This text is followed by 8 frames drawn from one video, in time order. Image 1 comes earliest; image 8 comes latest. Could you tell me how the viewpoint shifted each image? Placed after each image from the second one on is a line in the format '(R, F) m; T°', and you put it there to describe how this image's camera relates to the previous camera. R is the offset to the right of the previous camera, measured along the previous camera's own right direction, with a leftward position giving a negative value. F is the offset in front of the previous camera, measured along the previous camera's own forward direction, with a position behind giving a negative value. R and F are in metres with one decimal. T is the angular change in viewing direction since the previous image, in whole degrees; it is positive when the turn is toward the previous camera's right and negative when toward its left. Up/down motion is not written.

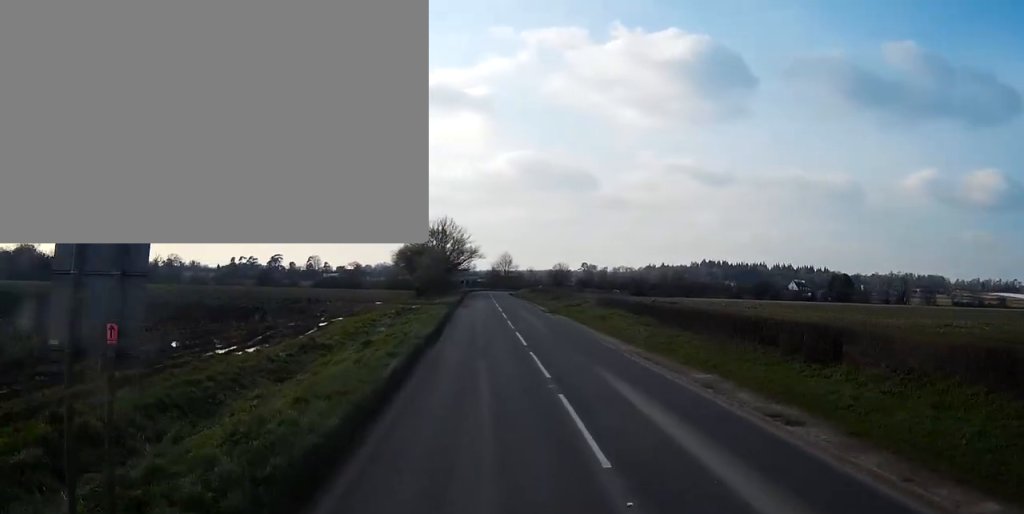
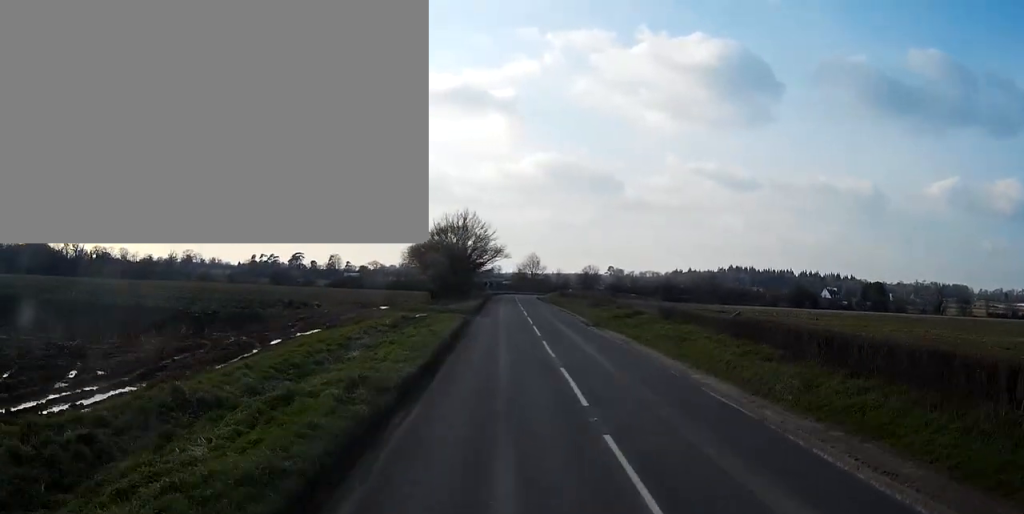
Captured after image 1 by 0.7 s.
(-0.4, +13.1) m; -2°
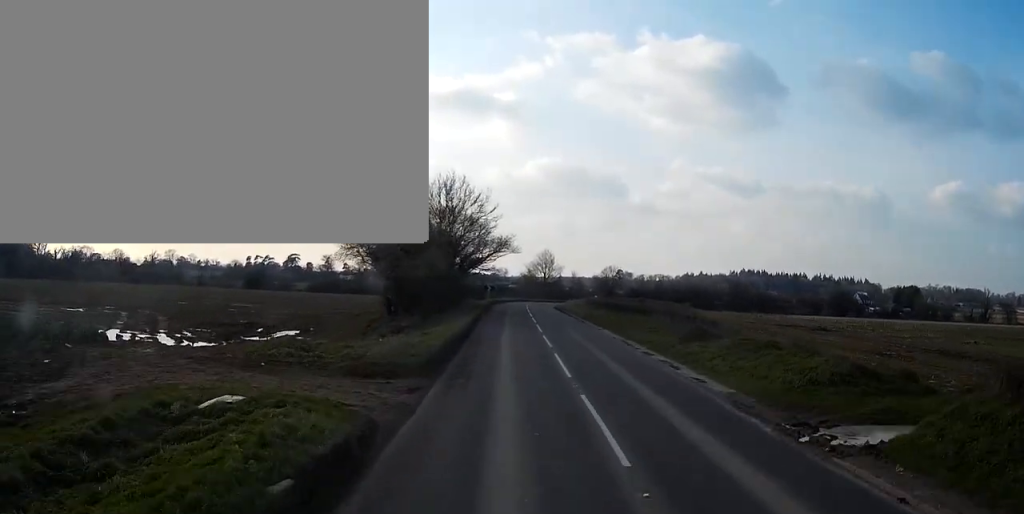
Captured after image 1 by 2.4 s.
(-0.7, +32.1) m; -2°
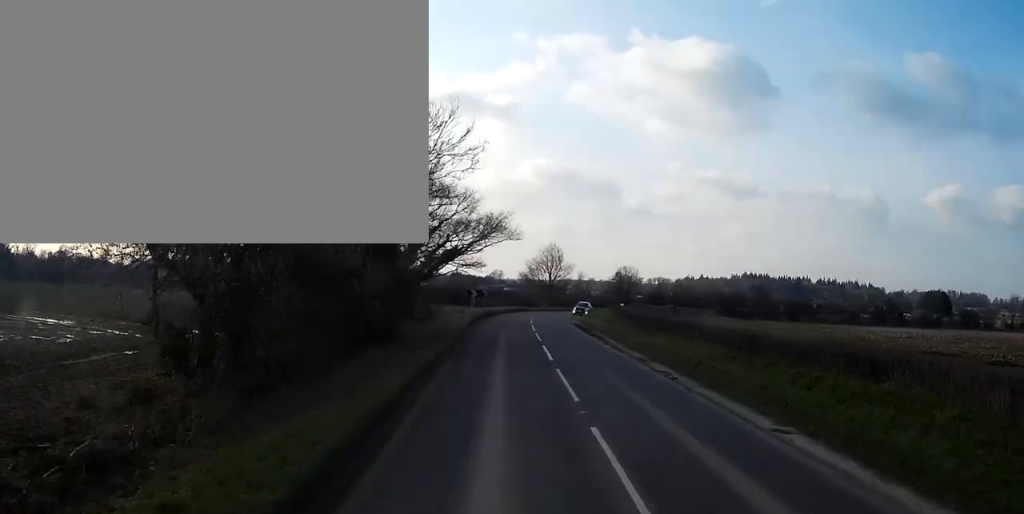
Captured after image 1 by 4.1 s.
(-0.3, +29.8) m; -1°
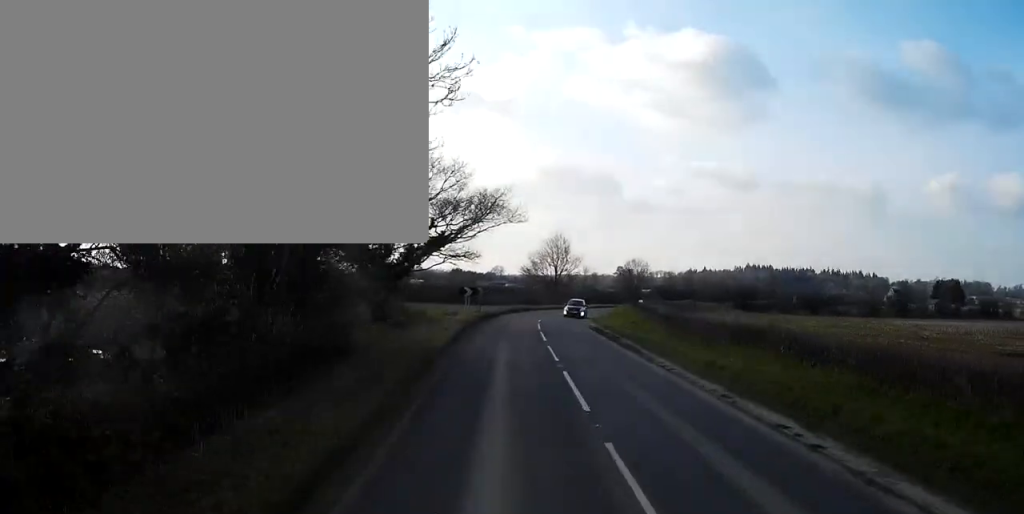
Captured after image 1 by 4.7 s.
(0.0, +10.6) m; 0°
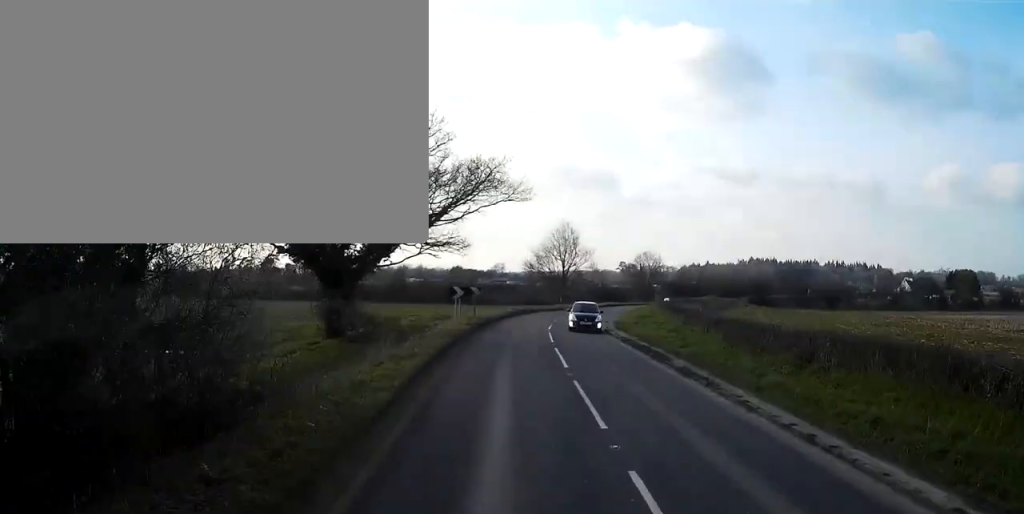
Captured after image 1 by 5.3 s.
(0.0, +11.0) m; 0°
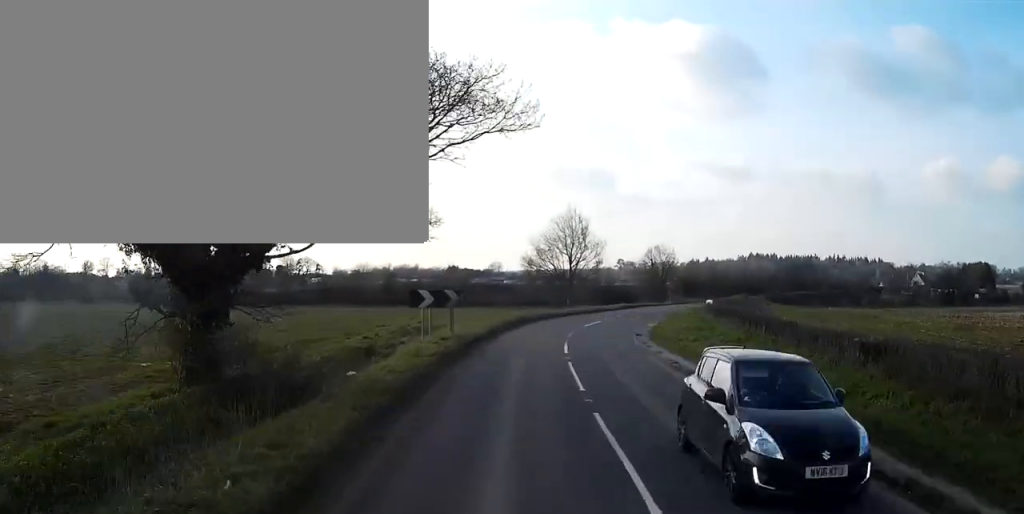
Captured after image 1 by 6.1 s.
(0.0, +13.4) m; 0°
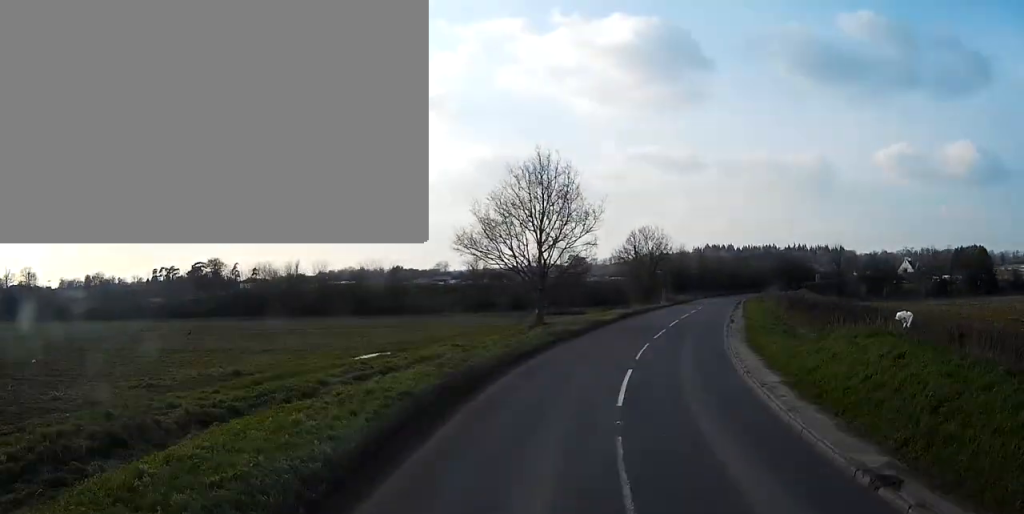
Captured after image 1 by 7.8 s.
(+1.1, +27.2) m; +6°
